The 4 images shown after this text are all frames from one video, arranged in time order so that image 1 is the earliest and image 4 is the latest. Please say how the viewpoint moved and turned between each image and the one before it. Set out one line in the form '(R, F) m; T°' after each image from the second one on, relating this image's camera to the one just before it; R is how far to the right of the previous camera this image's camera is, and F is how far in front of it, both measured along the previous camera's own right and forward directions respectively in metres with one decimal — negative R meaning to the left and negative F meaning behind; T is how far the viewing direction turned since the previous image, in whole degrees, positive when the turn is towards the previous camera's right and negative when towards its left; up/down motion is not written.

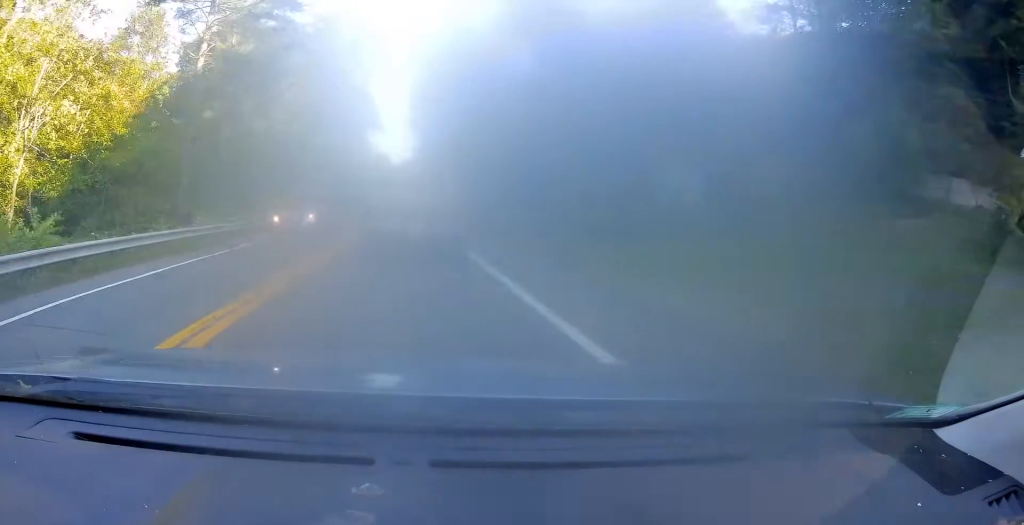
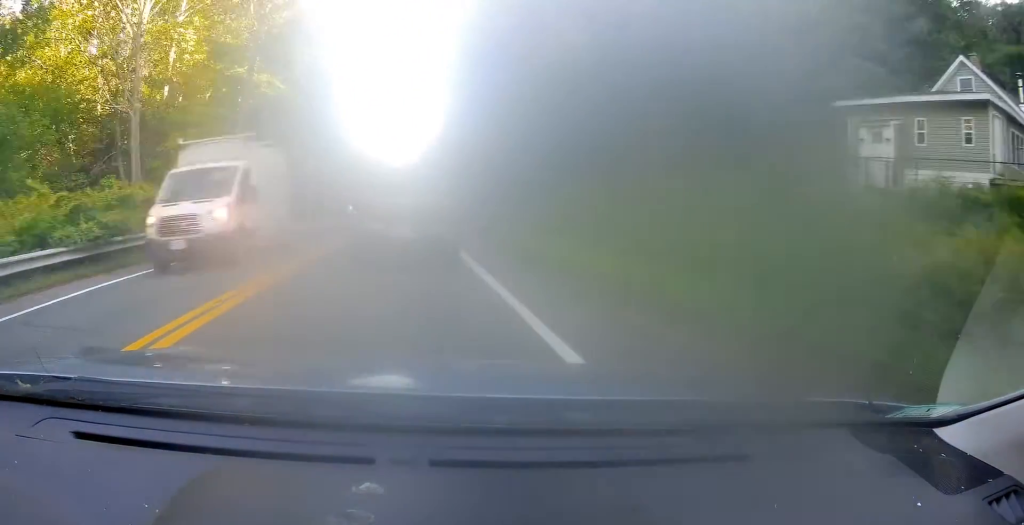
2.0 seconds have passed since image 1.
(+0.1, +34.7) m; -1°
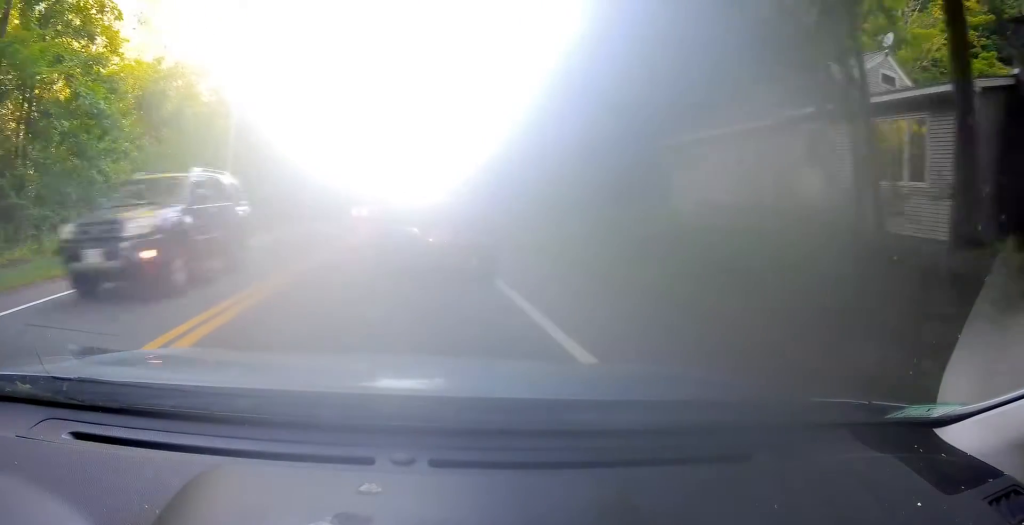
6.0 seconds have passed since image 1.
(-2.2, +67.6) m; -1°
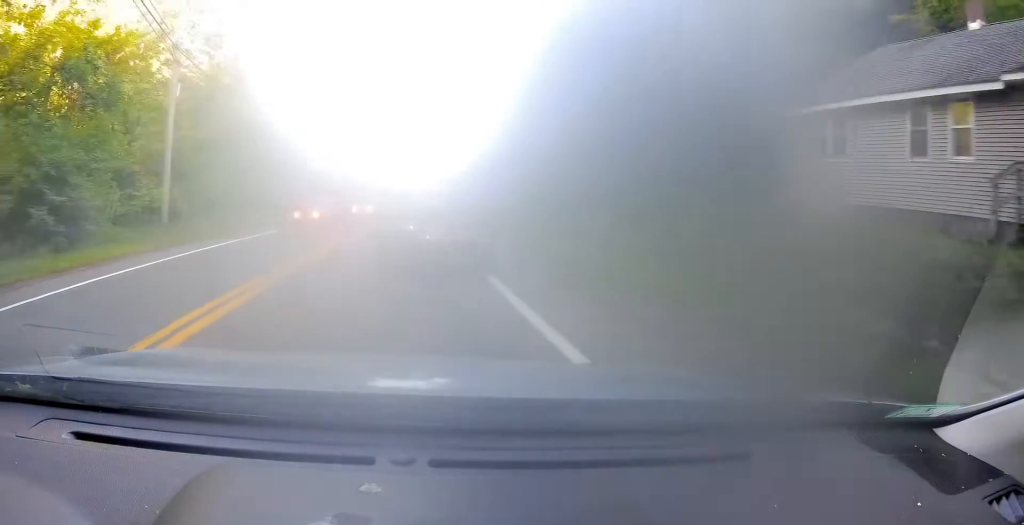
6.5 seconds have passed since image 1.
(+0.2, +7.6) m; +1°
